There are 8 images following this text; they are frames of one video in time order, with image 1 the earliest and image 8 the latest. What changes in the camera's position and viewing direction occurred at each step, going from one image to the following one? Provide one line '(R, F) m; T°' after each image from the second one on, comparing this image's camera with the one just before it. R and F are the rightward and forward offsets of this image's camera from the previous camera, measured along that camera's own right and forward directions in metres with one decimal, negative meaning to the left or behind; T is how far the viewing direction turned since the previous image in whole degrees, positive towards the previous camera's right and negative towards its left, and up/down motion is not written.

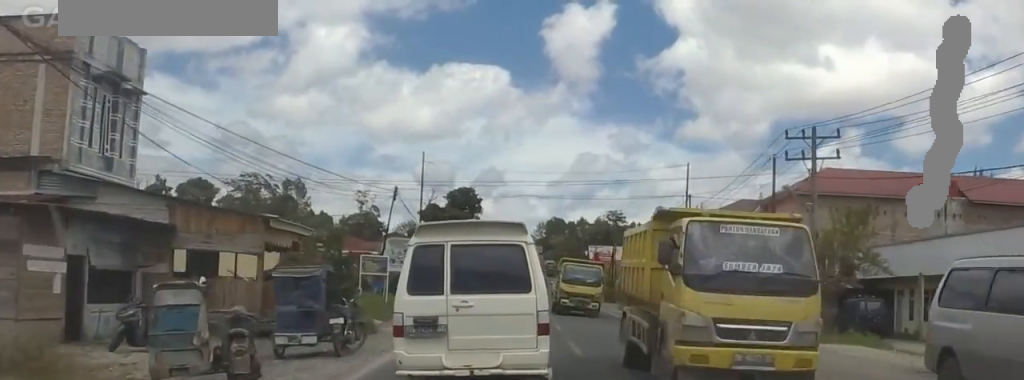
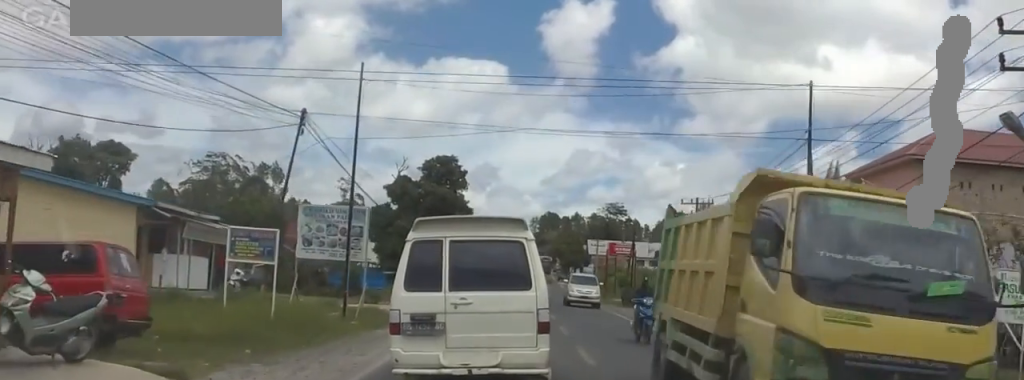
(+1.8, +18.0) m; +8°
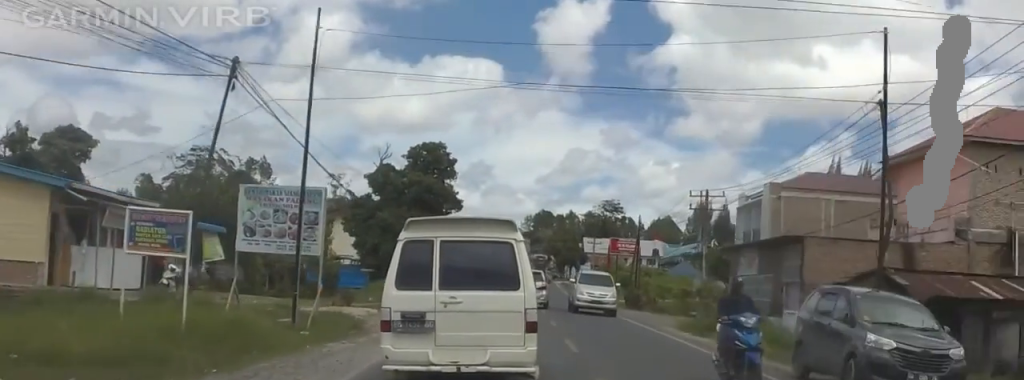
(+0.1, +5.7) m; -4°
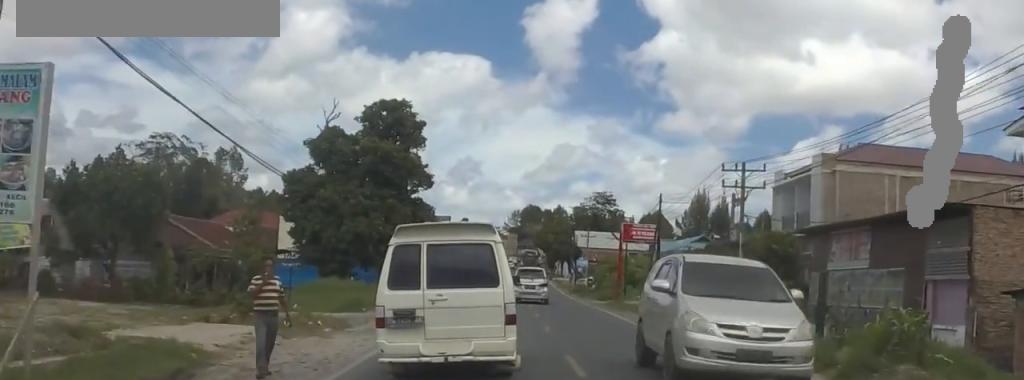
(-1.3, +13.6) m; -2°
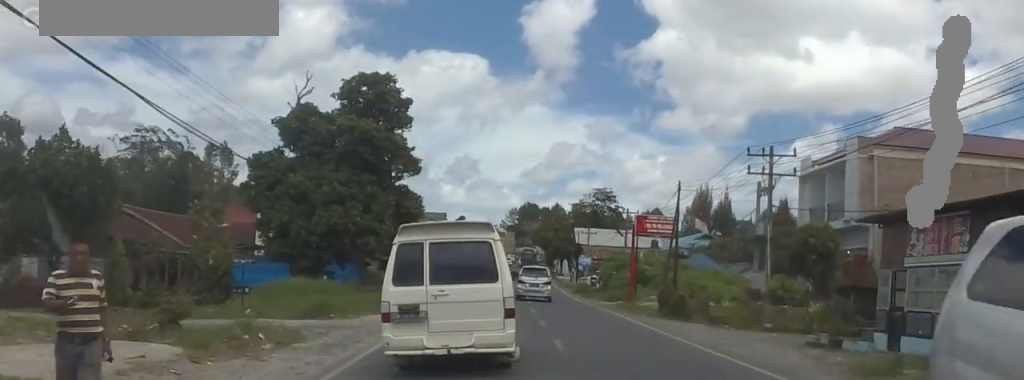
(+0.6, +5.6) m; +3°
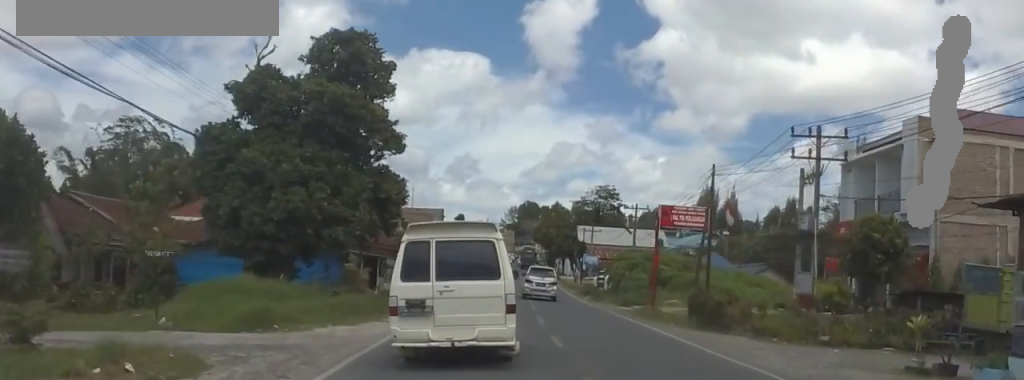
(+0.4, +6.6) m; +3°
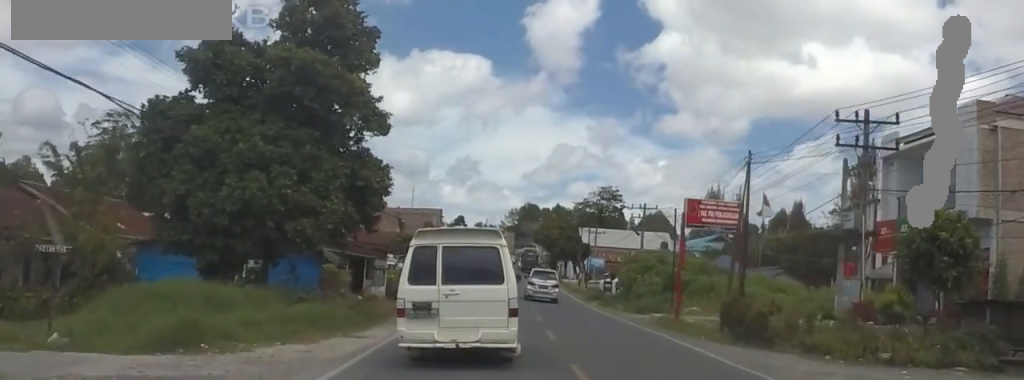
(+0.1, +5.3) m; -3°
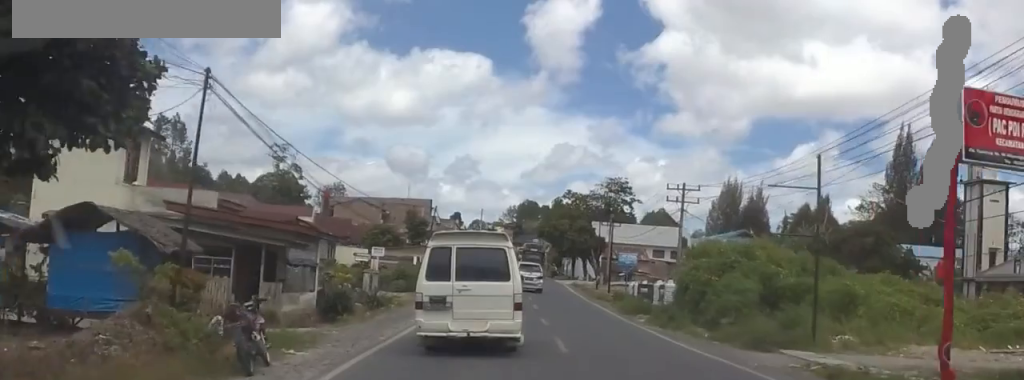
(-1.5, +19.6) m; -2°
